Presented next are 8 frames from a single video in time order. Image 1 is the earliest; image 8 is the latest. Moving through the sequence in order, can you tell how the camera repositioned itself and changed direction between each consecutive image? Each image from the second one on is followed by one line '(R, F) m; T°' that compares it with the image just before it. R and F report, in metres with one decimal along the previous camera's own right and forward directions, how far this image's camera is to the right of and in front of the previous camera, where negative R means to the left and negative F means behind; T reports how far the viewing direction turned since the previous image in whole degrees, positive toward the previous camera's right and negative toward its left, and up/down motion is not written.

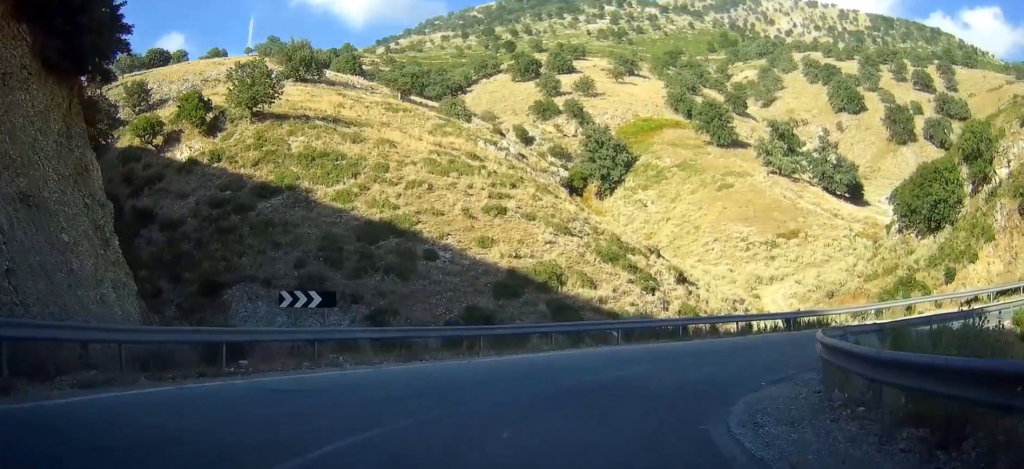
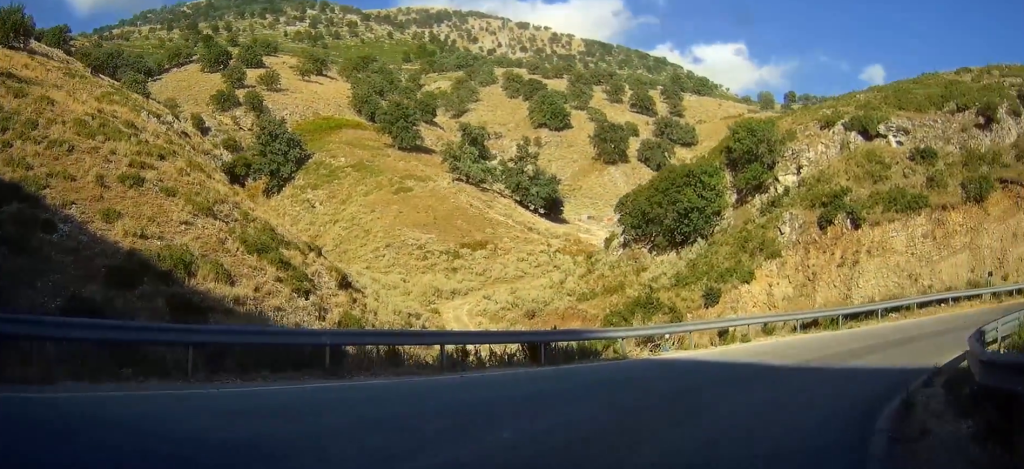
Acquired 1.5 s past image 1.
(+2.5, +13.6) m; +31°
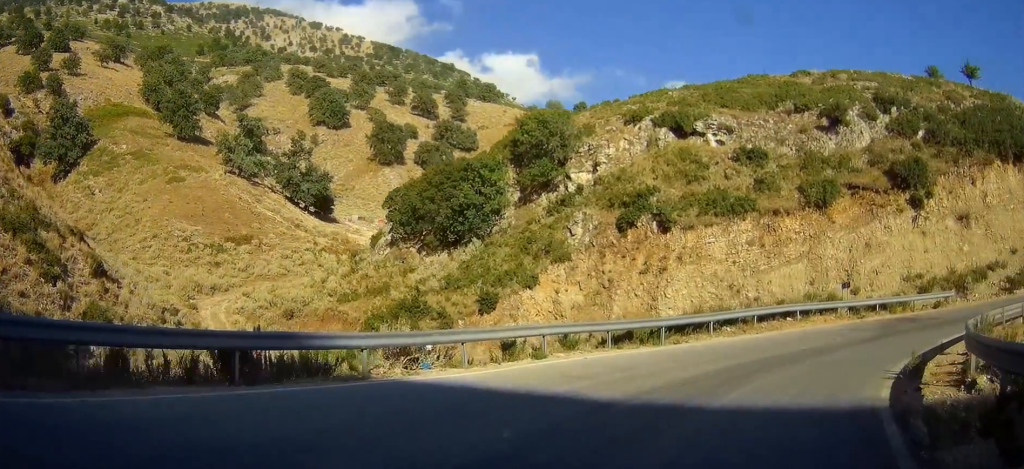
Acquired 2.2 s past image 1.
(+1.3, +5.9) m; +19°
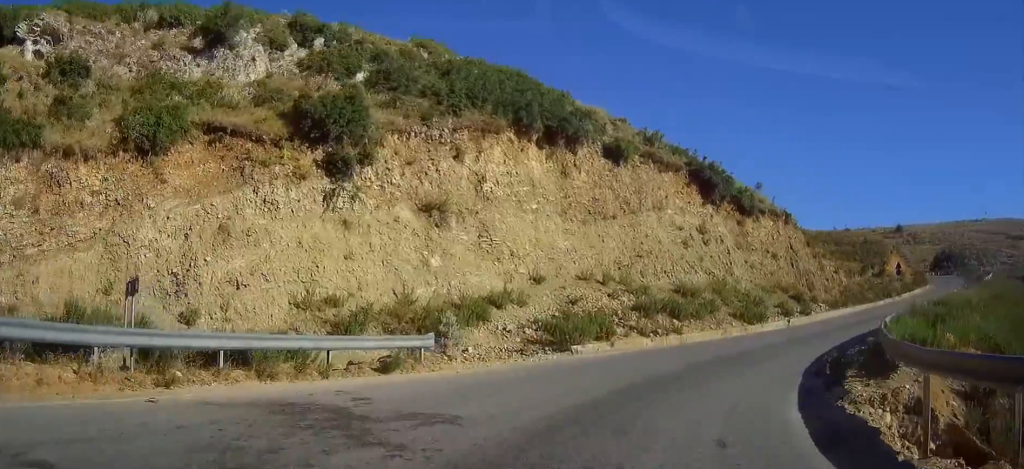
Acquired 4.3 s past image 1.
(+9.1, +19.2) m; +47°
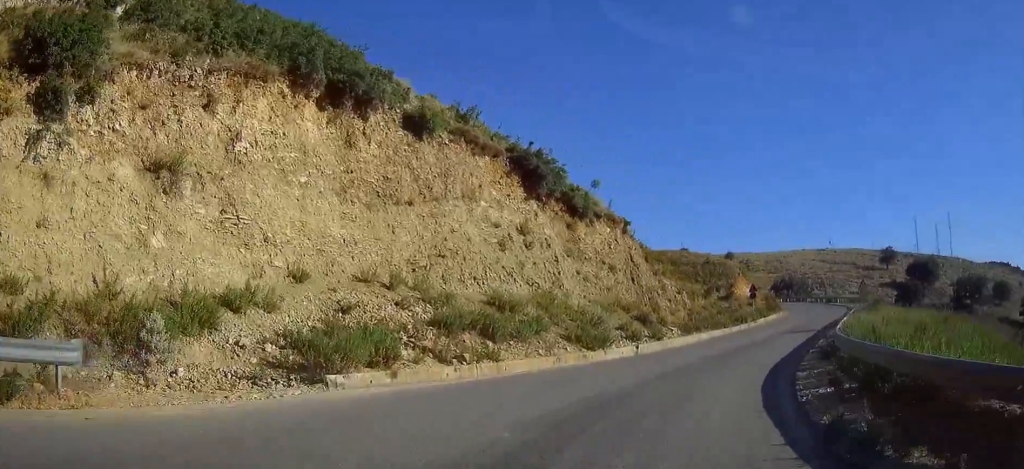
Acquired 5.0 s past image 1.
(+1.3, +7.7) m; +13°
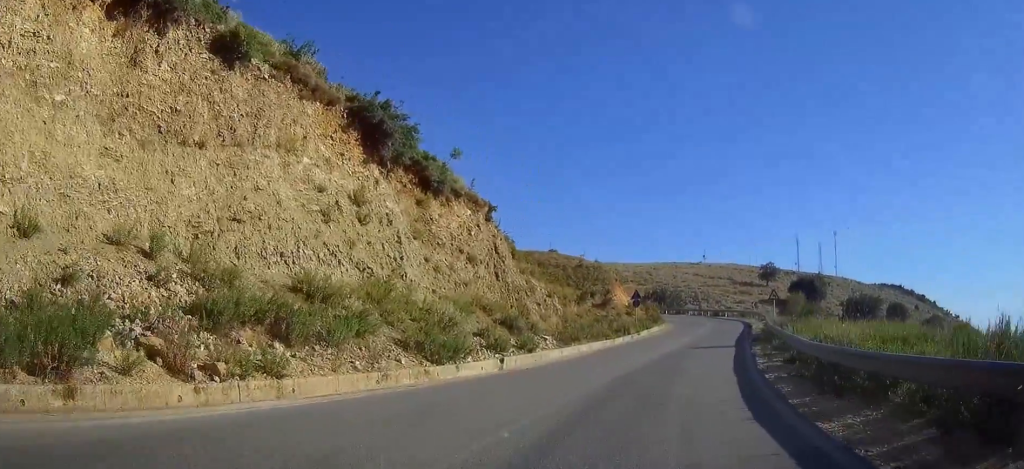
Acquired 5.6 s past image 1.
(+0.7, +7.2) m; +11°
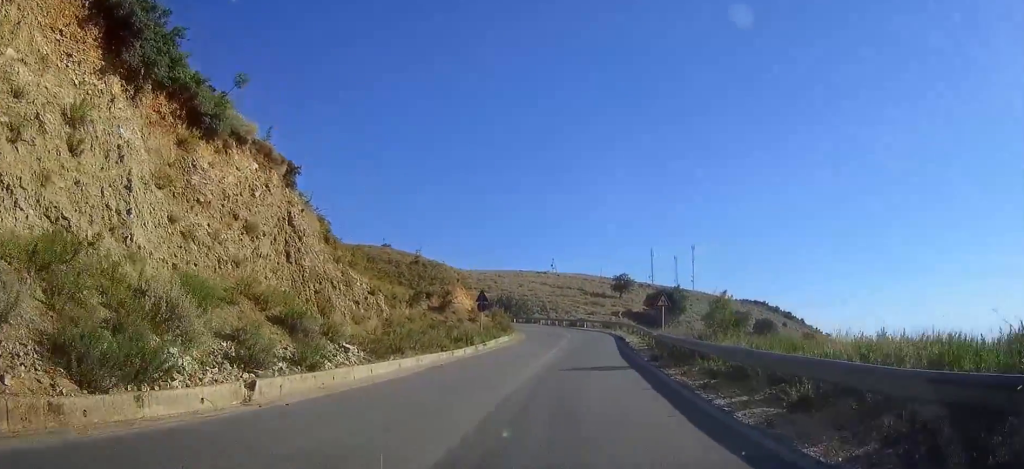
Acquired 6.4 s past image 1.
(+0.7, +9.2) m; +11°
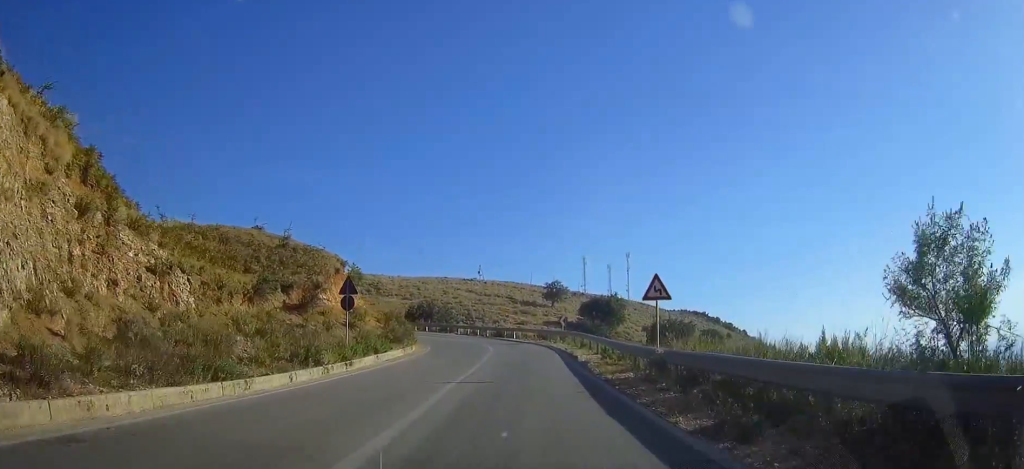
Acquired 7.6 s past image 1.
(+1.8, +15.4) m; +7°
